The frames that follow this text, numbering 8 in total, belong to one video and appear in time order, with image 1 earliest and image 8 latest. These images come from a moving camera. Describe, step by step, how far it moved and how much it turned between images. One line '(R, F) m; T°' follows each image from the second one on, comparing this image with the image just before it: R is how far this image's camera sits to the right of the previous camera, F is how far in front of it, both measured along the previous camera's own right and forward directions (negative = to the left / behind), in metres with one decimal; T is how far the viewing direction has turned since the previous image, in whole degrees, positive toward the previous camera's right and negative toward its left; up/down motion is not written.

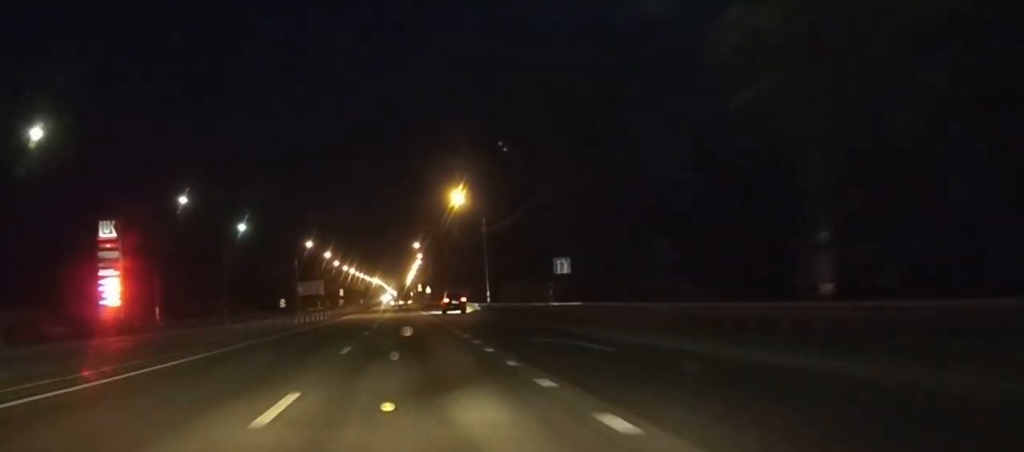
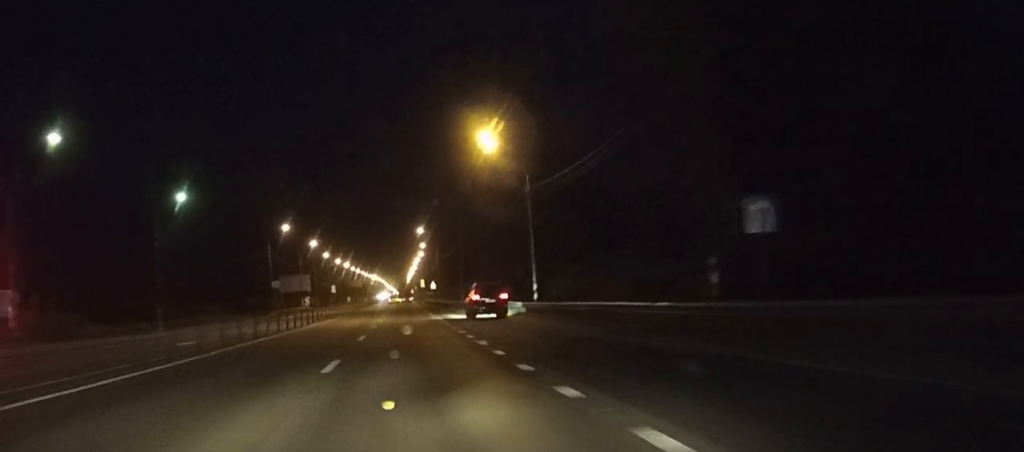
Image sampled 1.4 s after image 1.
(-0.1, +32.2) m; 0°
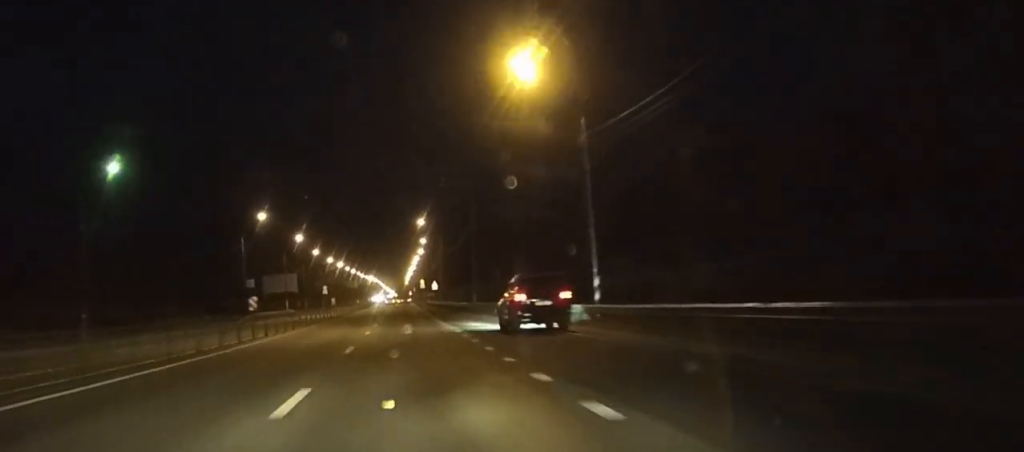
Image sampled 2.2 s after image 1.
(0.0, +20.8) m; 0°
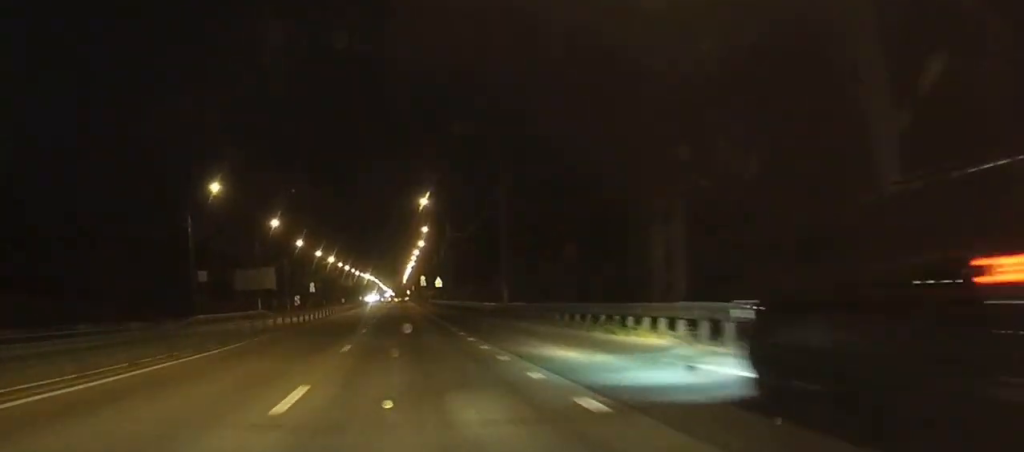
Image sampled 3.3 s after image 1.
(0.0, +27.0) m; 0°
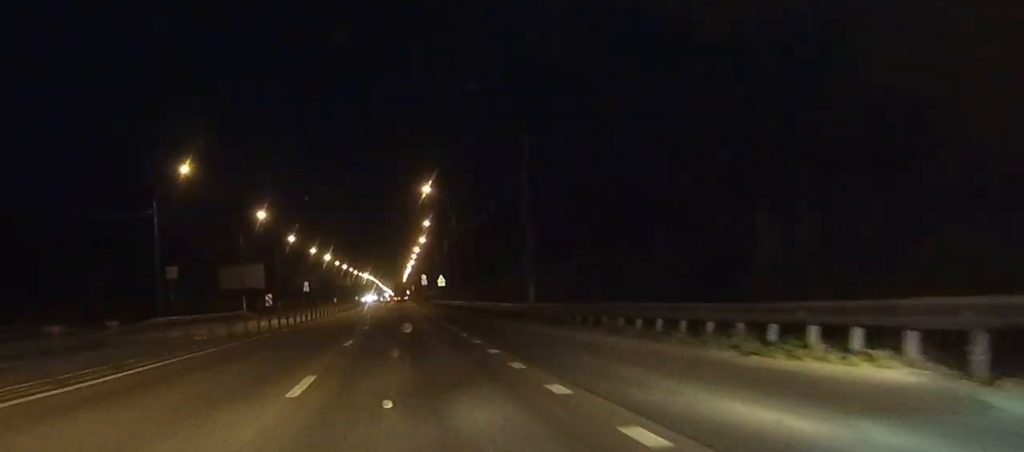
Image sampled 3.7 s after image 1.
(0.0, +10.3) m; 0°
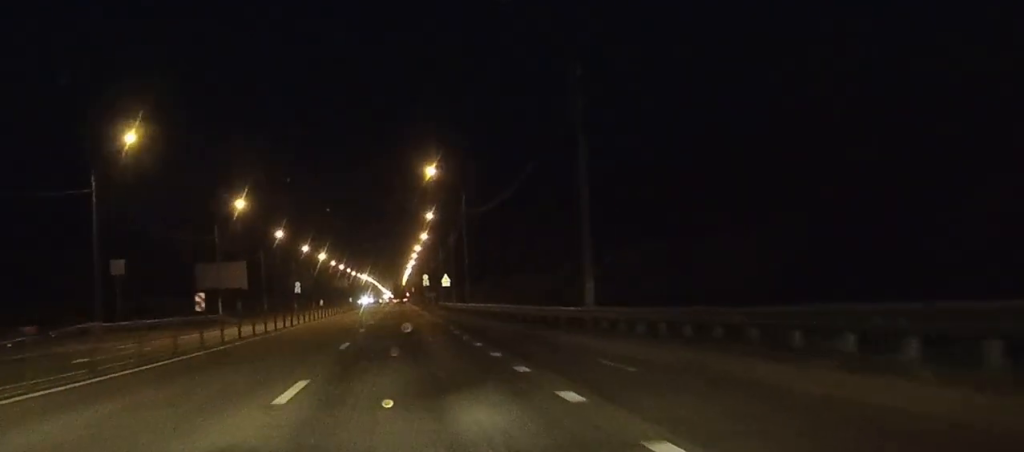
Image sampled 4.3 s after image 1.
(0.0, +11.6) m; 0°
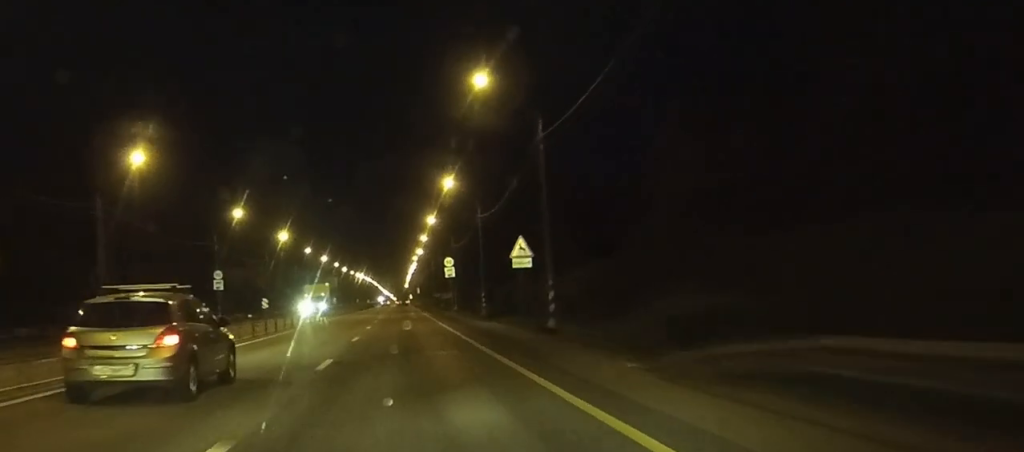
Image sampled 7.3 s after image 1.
(-0.2, +56.9) m; 0°
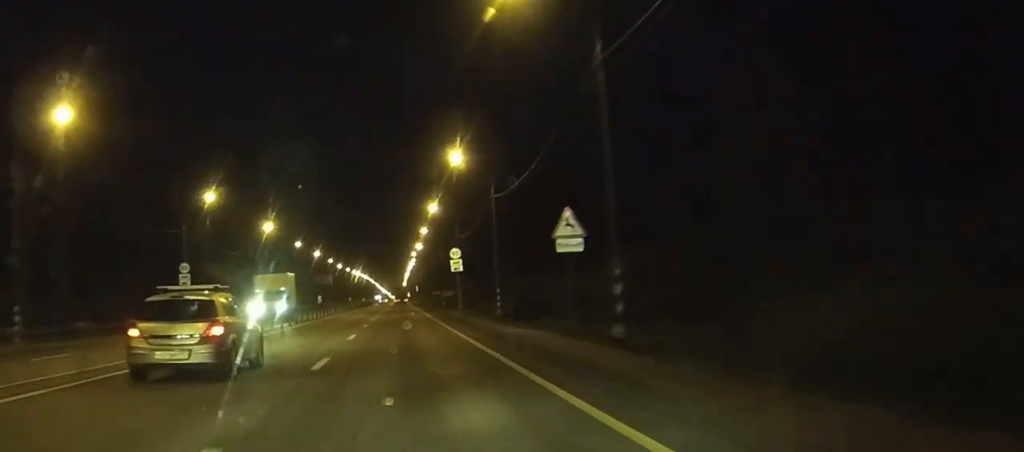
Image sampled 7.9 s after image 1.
(0.0, +12.4) m; 0°
